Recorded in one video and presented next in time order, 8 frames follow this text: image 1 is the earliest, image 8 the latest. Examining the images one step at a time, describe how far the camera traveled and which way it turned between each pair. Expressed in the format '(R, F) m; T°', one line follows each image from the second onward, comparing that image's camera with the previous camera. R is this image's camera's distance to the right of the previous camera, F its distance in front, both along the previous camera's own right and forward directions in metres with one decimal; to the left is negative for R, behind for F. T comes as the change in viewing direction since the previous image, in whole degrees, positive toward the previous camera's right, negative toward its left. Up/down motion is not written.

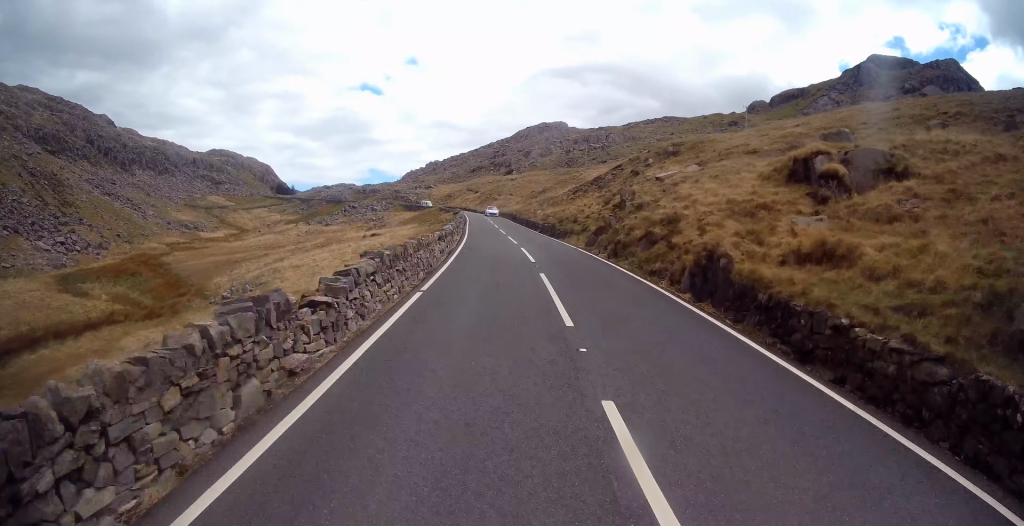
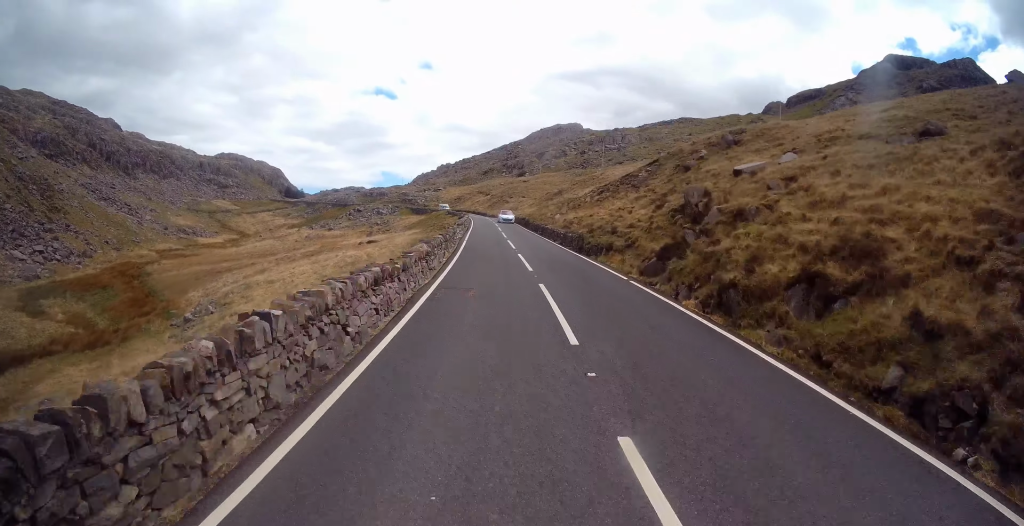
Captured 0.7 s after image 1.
(-0.1, +10.2) m; 0°
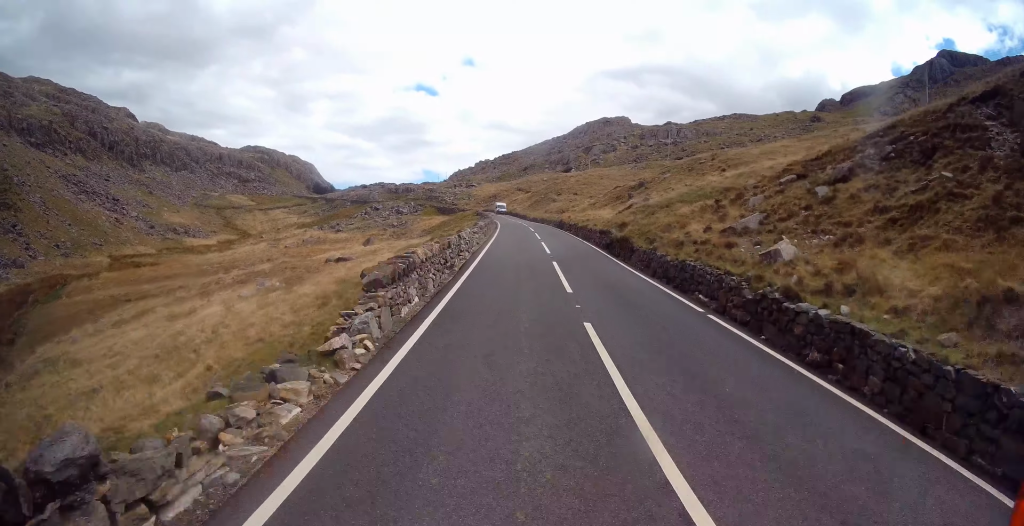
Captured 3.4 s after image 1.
(-1.9, +34.6) m; -6°
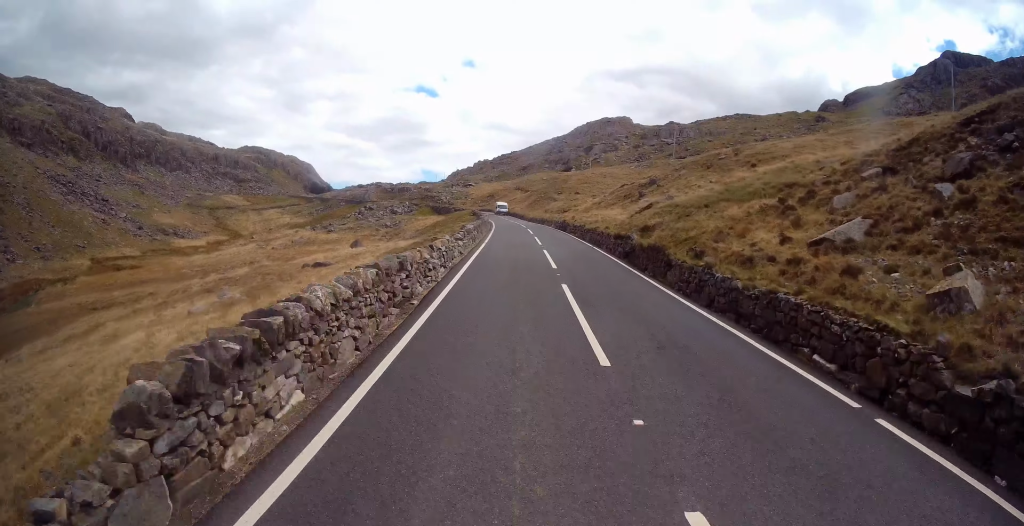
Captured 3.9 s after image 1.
(0.0, +5.8) m; +1°
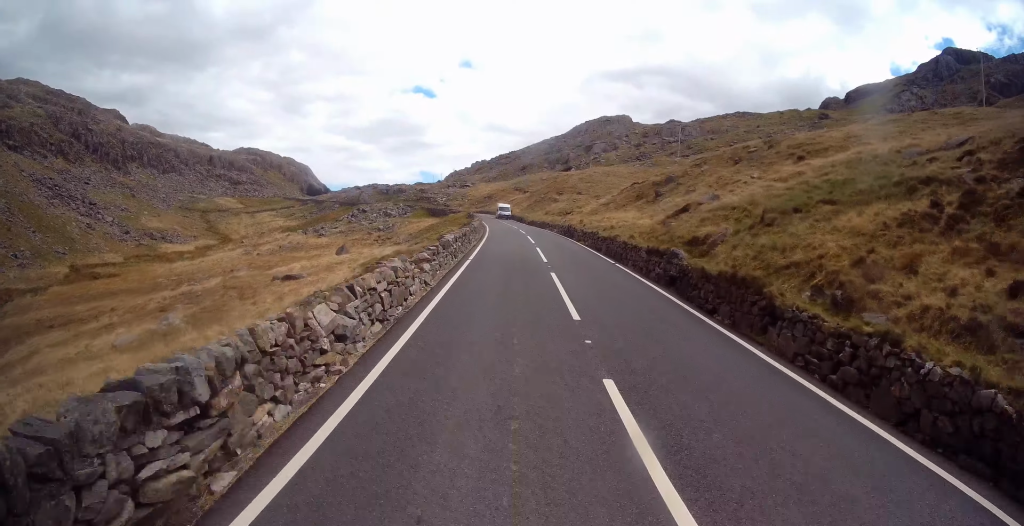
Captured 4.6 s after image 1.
(+0.1, +6.8) m; +1°
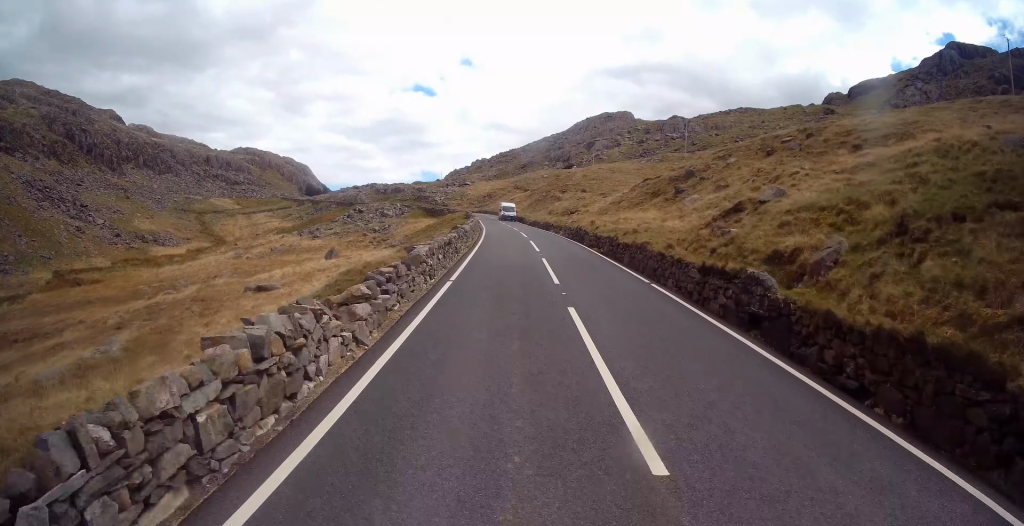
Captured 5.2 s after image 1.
(+0.1, +5.3) m; -1°
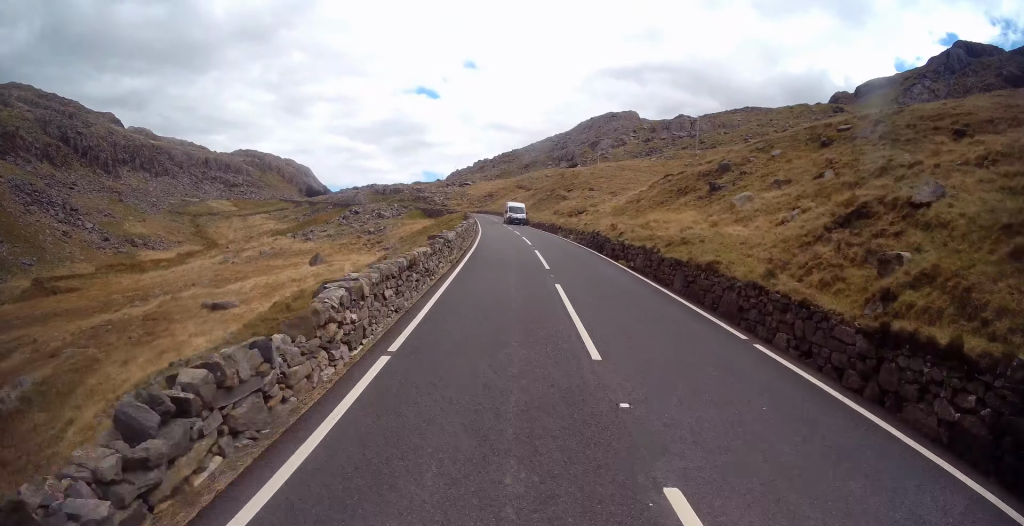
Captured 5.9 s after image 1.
(0.0, +6.7) m; -2°
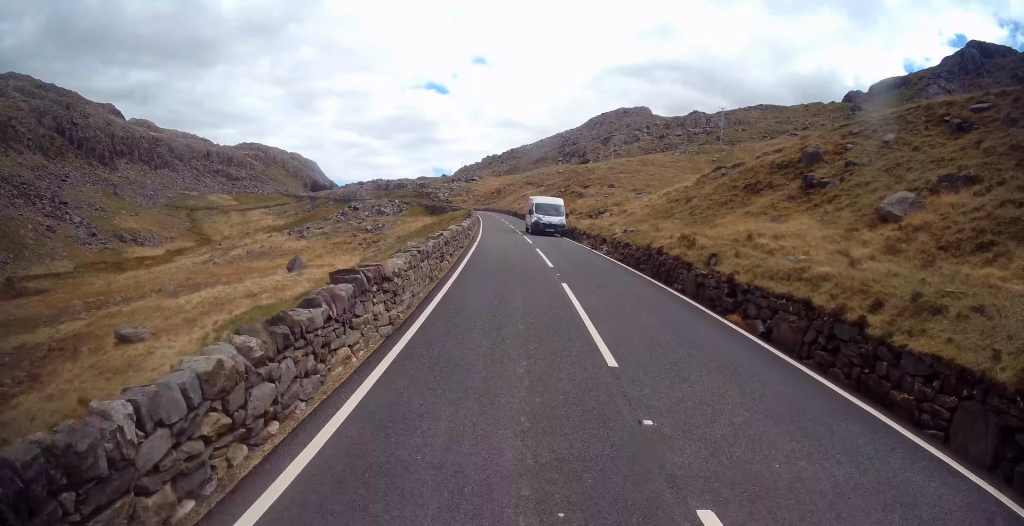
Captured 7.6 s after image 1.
(-0.5, +11.6) m; 0°
